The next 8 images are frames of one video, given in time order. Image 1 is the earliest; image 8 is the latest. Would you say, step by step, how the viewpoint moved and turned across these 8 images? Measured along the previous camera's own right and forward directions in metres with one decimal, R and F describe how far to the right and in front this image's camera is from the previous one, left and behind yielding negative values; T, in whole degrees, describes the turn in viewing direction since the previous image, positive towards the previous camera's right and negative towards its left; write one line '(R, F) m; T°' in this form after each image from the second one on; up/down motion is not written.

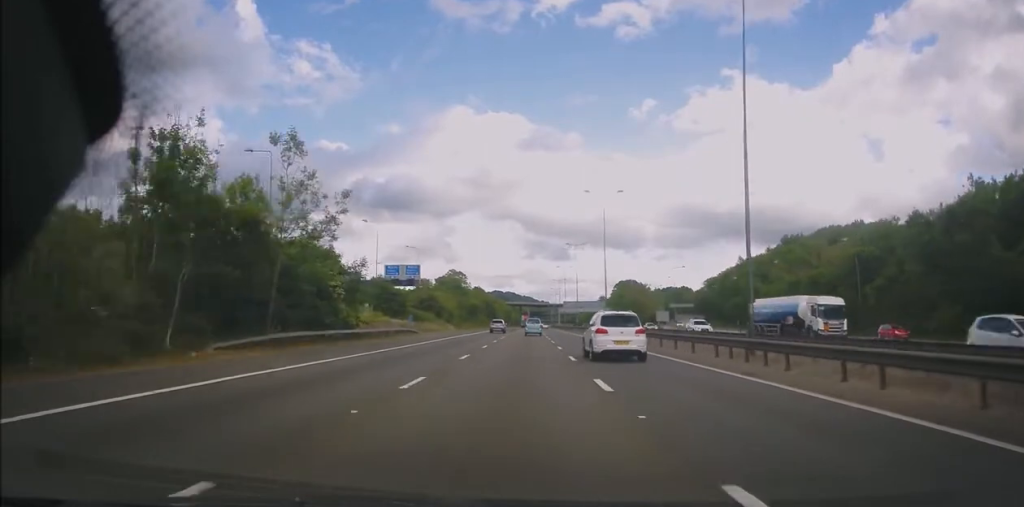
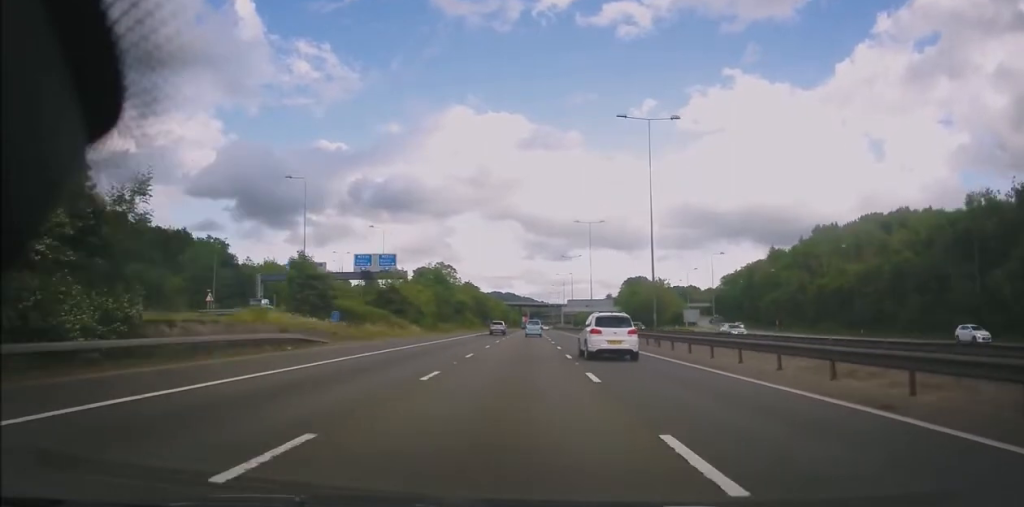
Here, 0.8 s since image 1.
(-0.4, +25.0) m; -1°
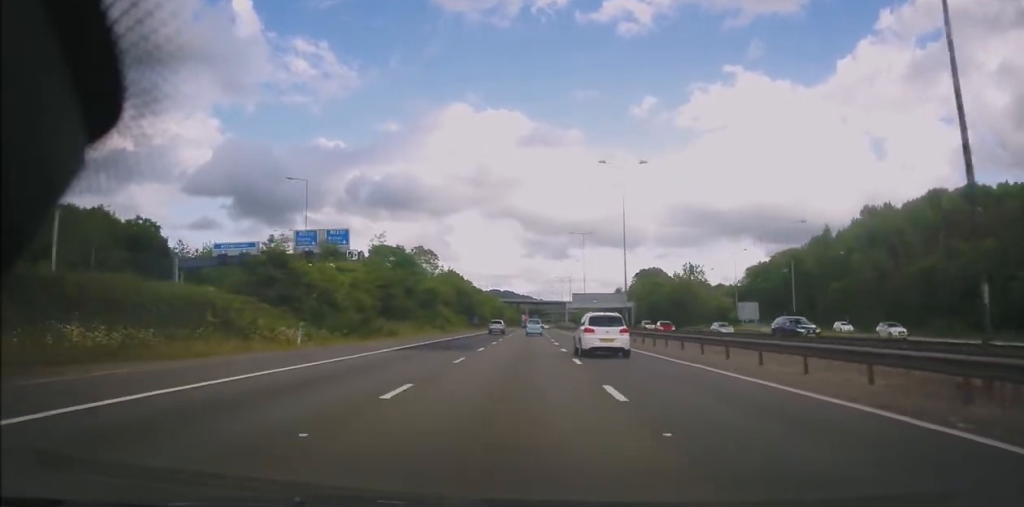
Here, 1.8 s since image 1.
(-0.1, +30.5) m; +1°
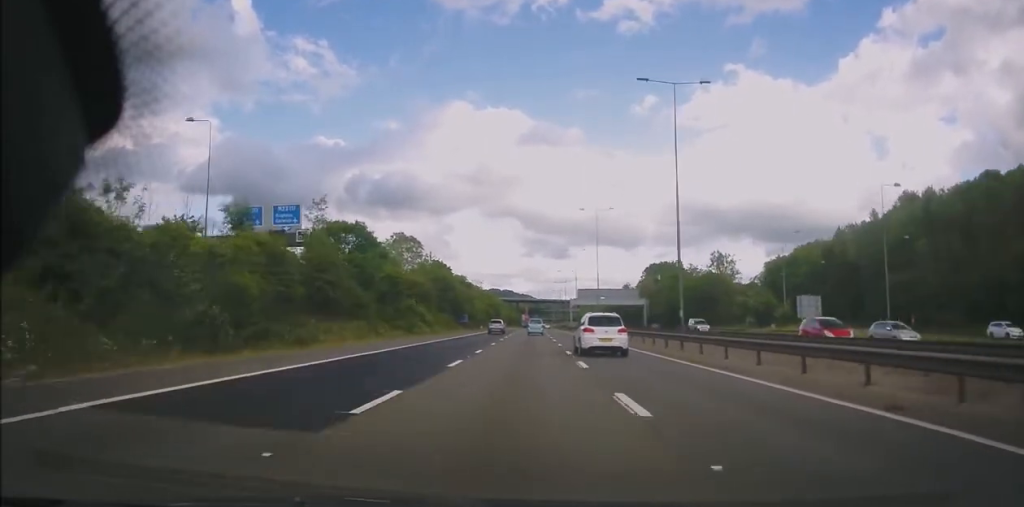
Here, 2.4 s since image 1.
(+0.3, +19.0) m; +1°
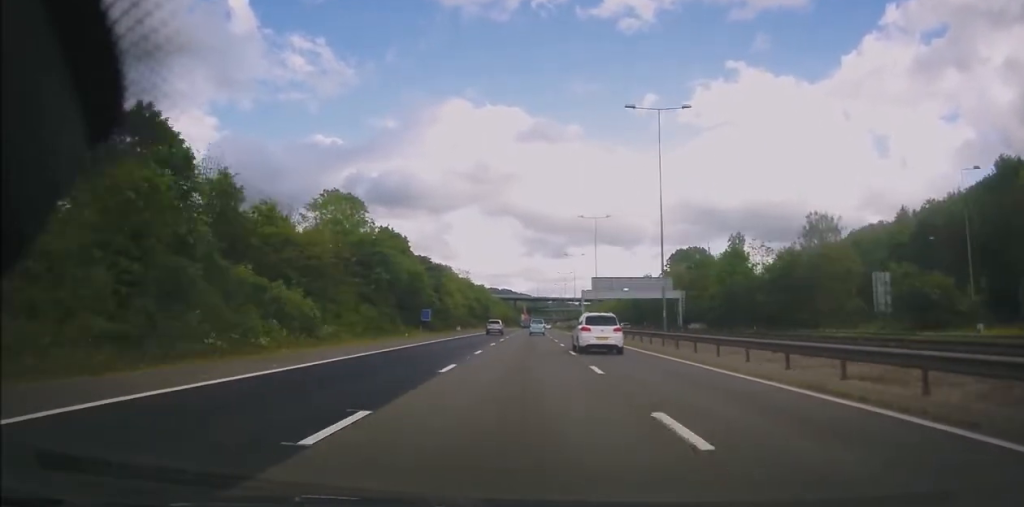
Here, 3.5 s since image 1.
(+0.3, +37.4) m; 0°
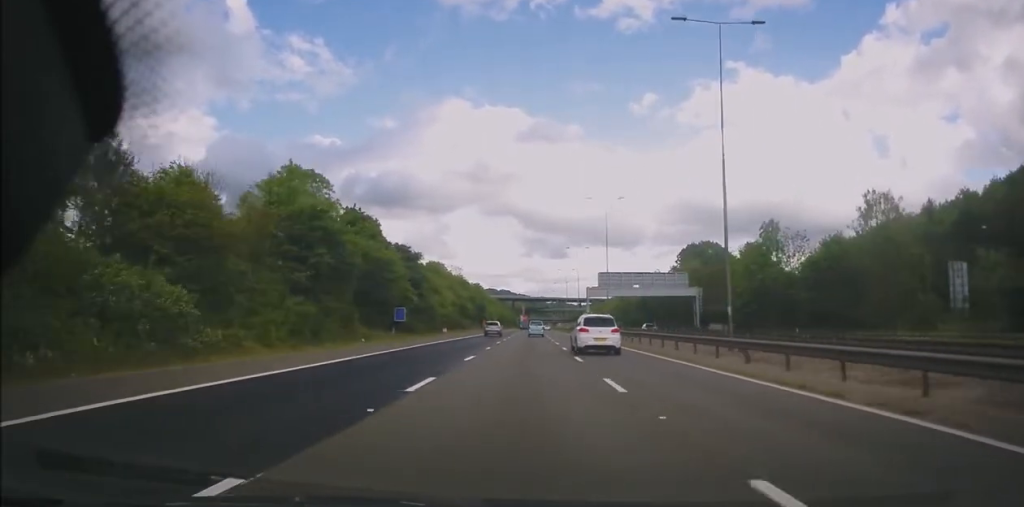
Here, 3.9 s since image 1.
(0.0, +12.9) m; 0°
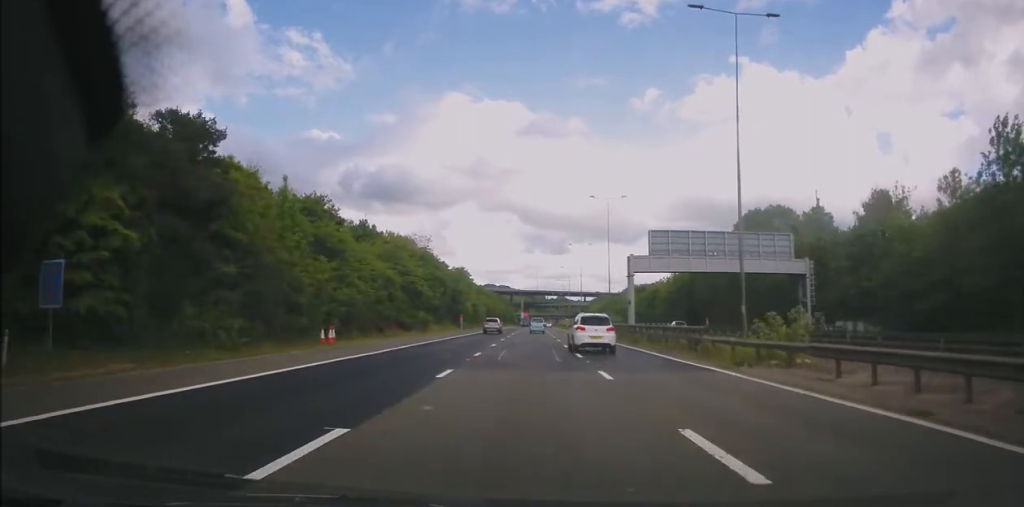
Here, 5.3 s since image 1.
(-0.2, +42.7) m; +1°
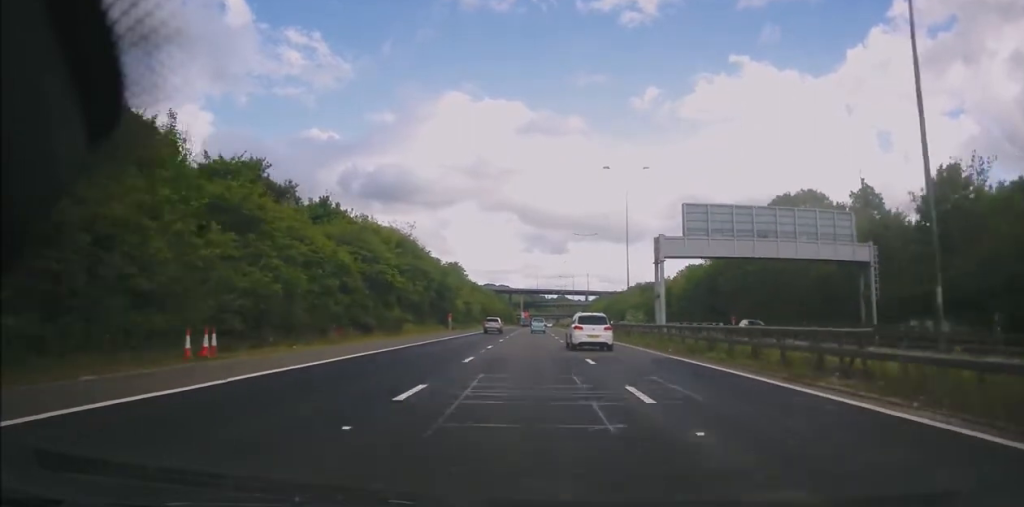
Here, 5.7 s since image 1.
(+0.2, +12.7) m; +1°
